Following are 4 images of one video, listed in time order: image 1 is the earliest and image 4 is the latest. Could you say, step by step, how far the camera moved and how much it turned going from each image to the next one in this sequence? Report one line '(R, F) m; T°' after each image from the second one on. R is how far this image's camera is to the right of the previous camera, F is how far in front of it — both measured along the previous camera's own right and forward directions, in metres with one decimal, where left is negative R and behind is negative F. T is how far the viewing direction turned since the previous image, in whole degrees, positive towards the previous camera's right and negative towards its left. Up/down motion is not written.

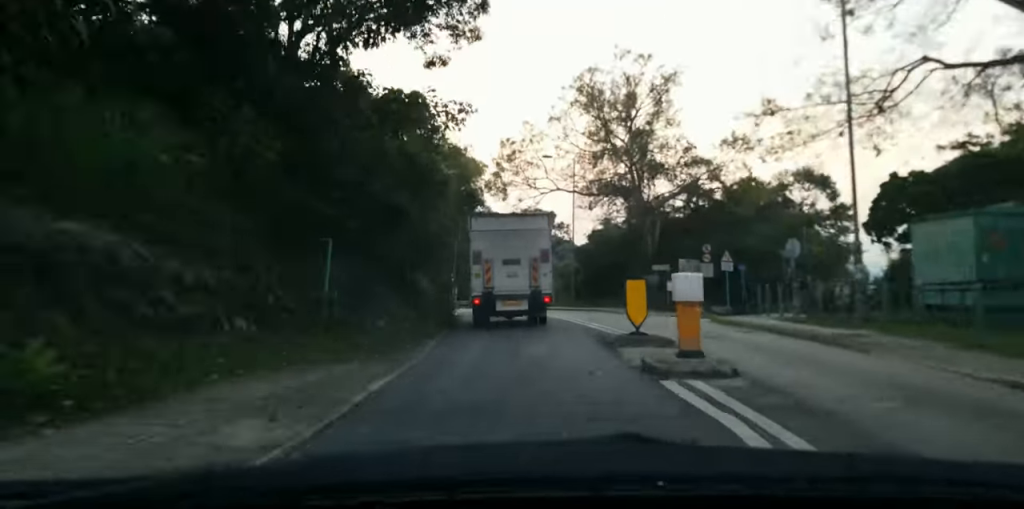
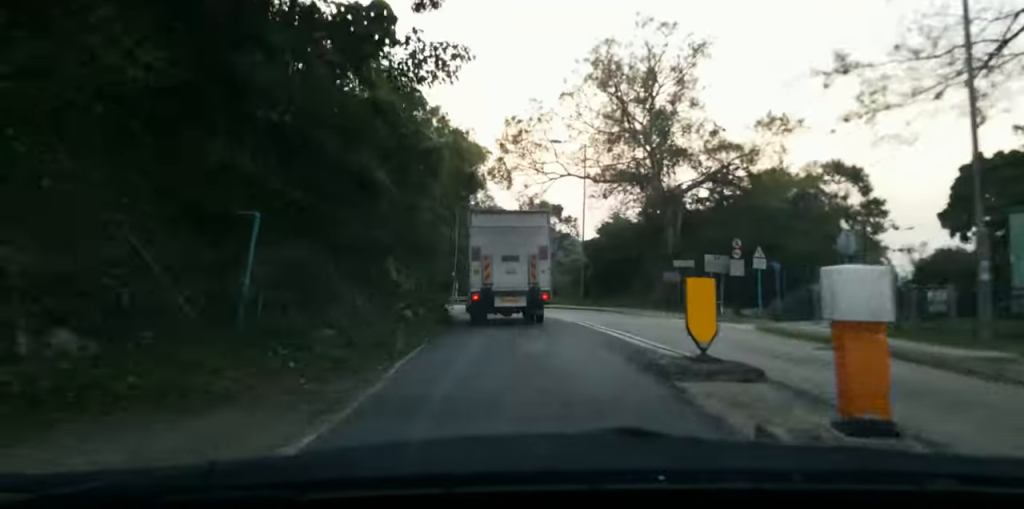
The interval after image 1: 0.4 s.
(0.0, +4.8) m; 0°
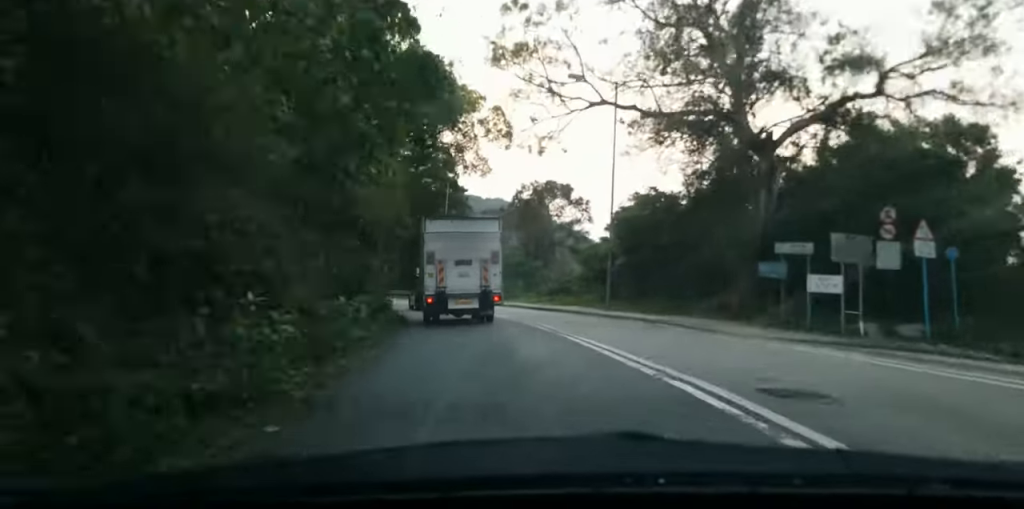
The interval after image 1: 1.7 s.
(0.0, +15.3) m; 0°
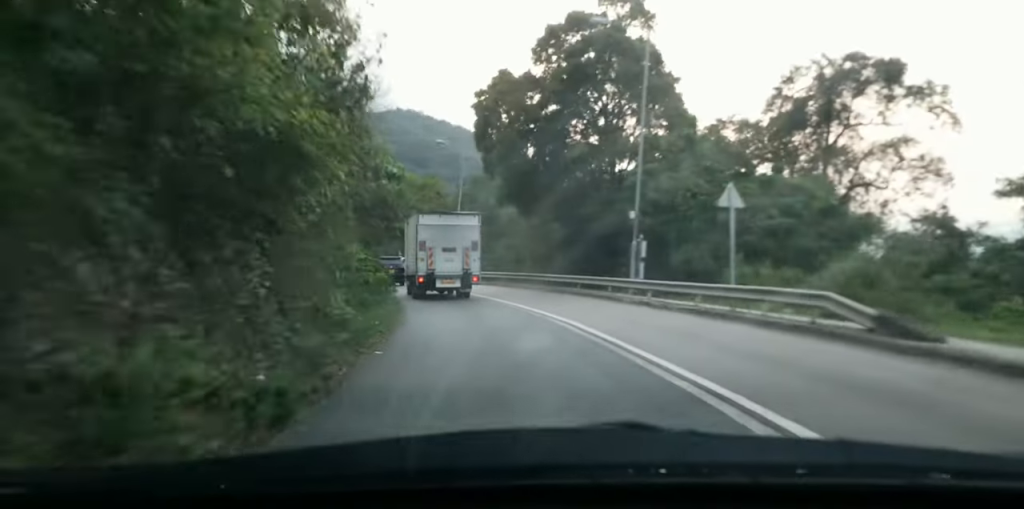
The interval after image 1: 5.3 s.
(0.0, +44.0) m; -7°
